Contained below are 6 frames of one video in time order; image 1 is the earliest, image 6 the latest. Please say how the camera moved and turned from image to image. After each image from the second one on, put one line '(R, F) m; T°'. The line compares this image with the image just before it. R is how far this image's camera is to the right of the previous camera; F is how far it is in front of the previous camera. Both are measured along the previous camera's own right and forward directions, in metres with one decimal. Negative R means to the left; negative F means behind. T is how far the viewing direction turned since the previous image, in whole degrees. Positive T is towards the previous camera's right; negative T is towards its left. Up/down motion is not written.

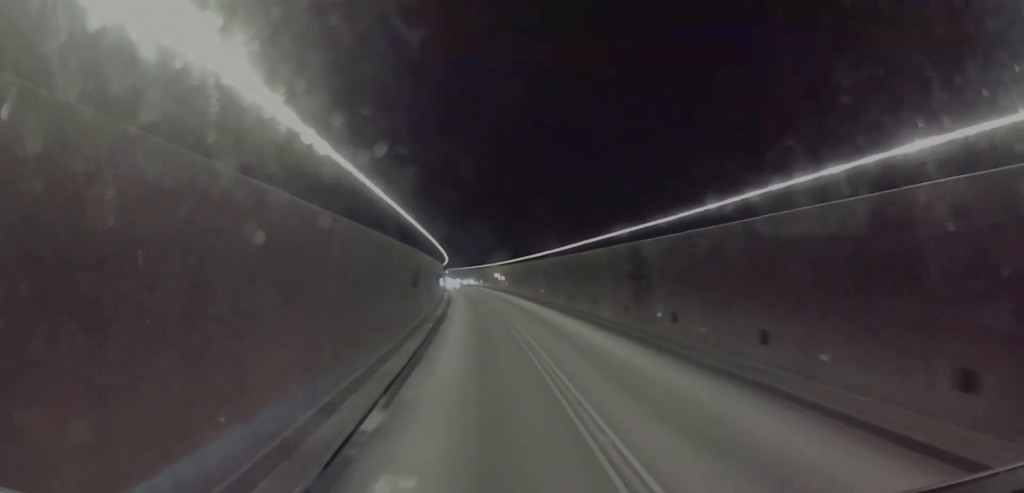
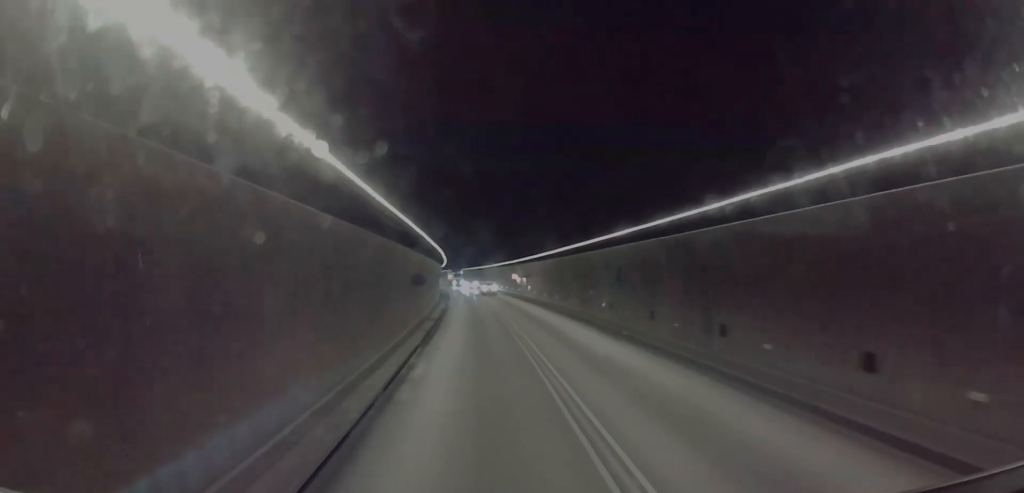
(+0.3, +26.8) m; -1°
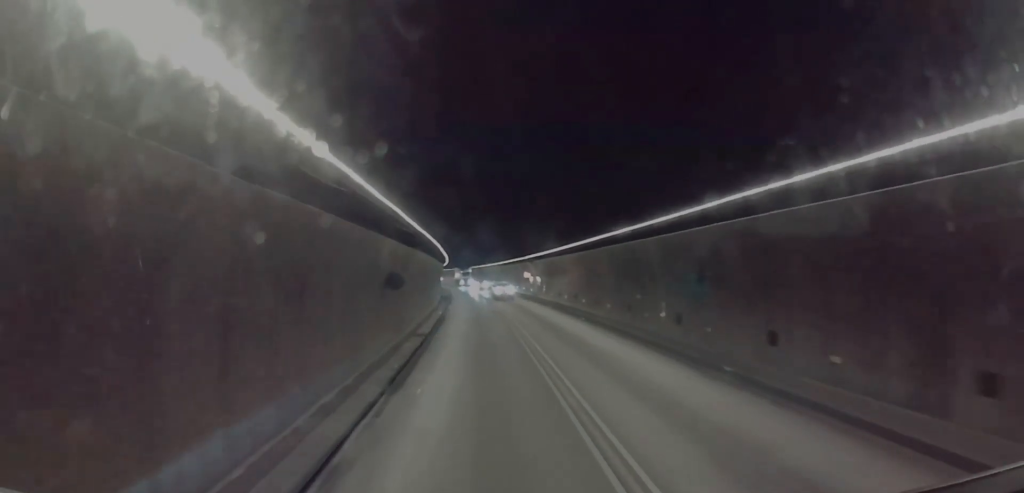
(-0.2, +10.1) m; -1°
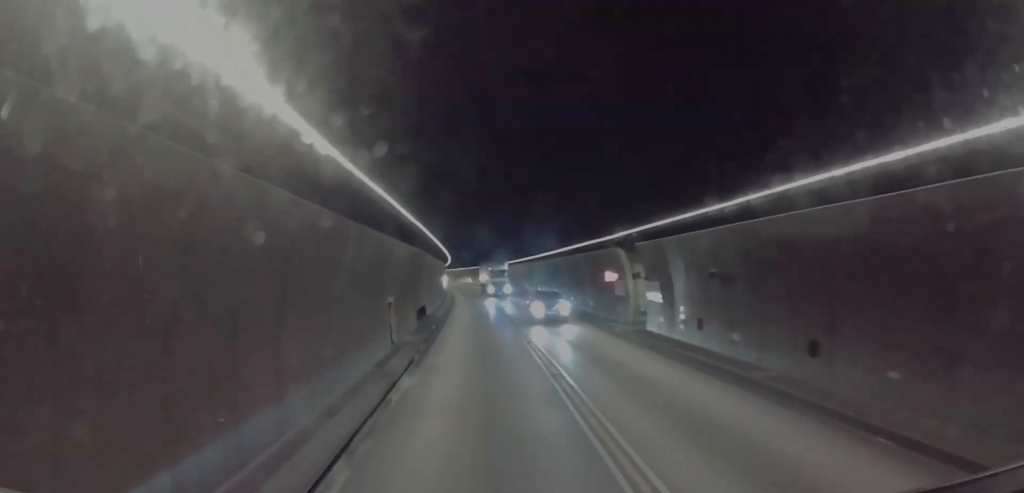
(-0.1, +38.3) m; -1°
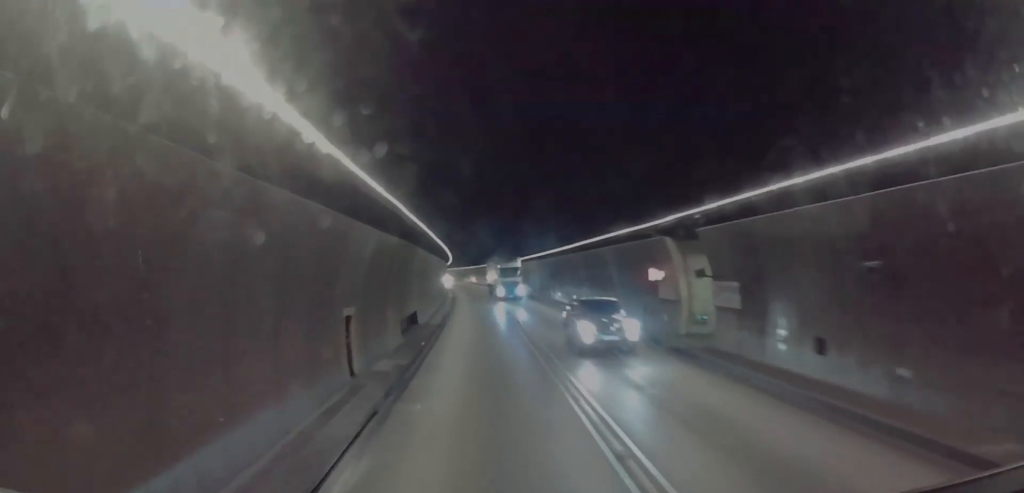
(+0.1, +7.5) m; -1°
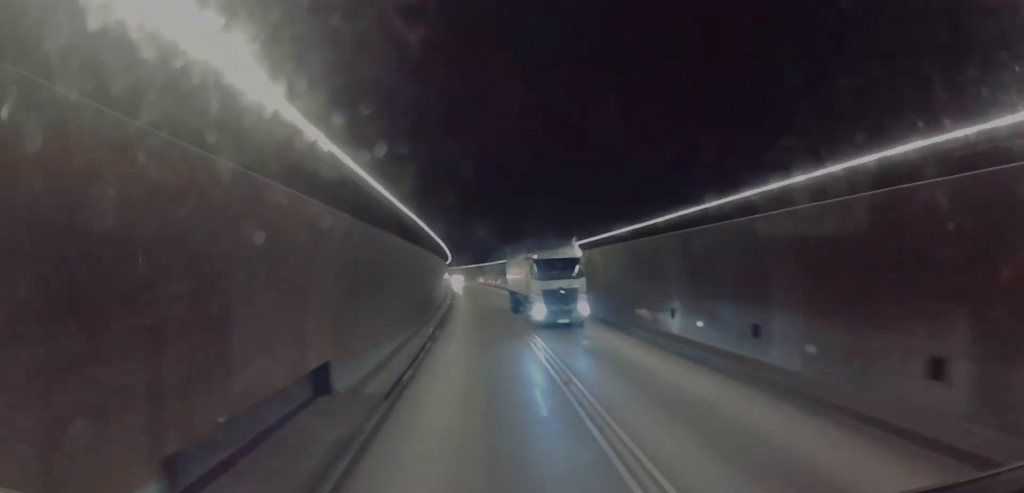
(-0.4, +18.1) m; -2°
